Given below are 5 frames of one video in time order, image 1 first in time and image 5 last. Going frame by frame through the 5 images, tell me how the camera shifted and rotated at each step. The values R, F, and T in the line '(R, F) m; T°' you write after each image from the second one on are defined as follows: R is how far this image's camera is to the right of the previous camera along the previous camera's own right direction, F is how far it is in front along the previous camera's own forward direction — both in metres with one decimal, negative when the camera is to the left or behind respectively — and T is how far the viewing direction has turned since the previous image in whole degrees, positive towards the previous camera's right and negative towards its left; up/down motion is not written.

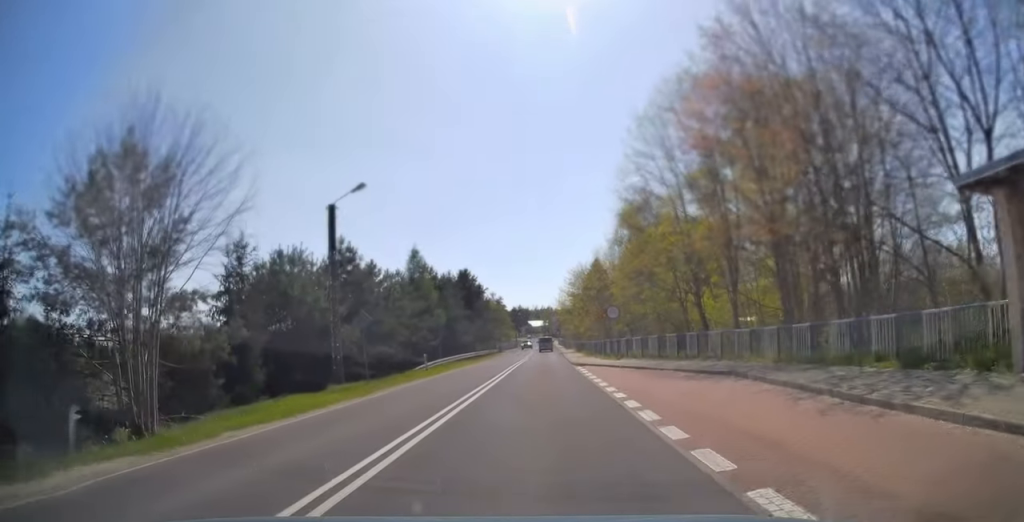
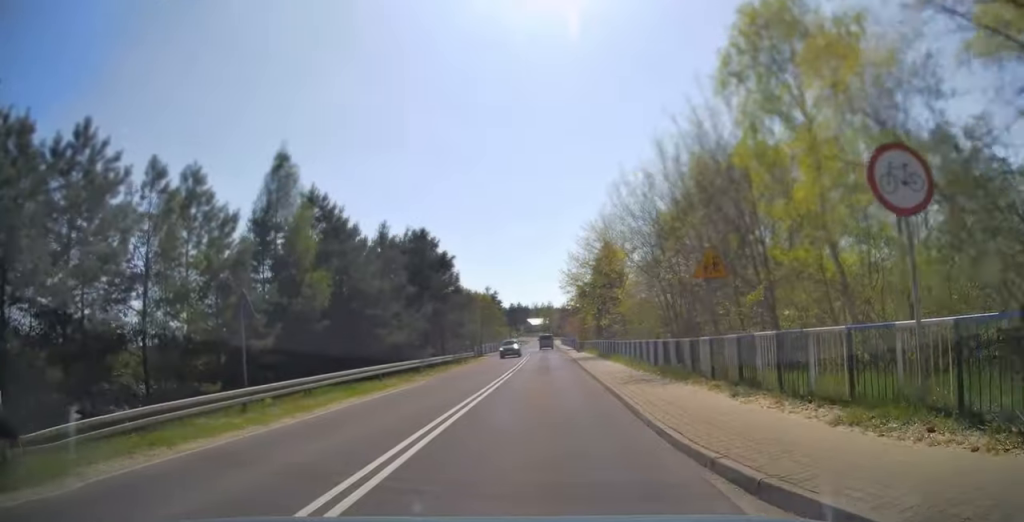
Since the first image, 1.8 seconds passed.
(-0.1, +27.4) m; 0°
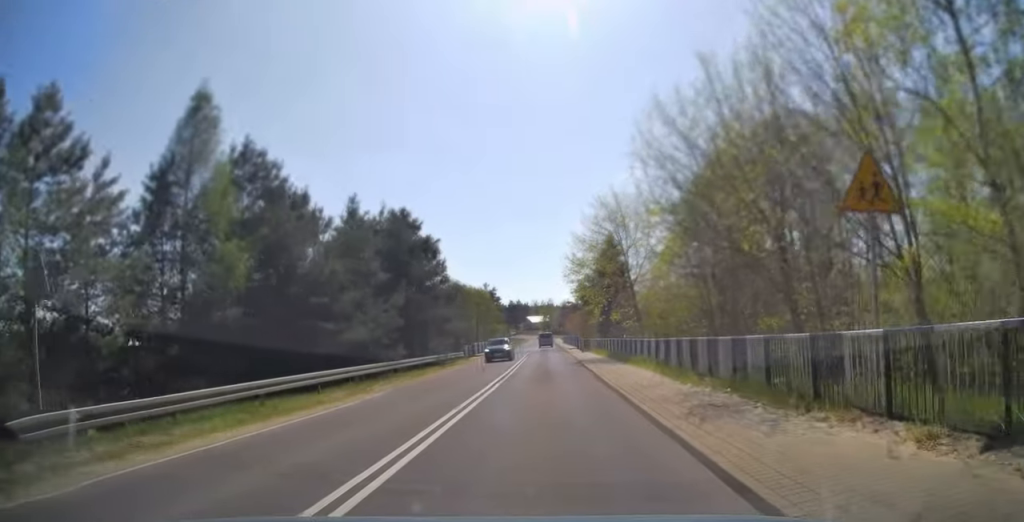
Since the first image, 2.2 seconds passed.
(0.0, +7.0) m; 0°
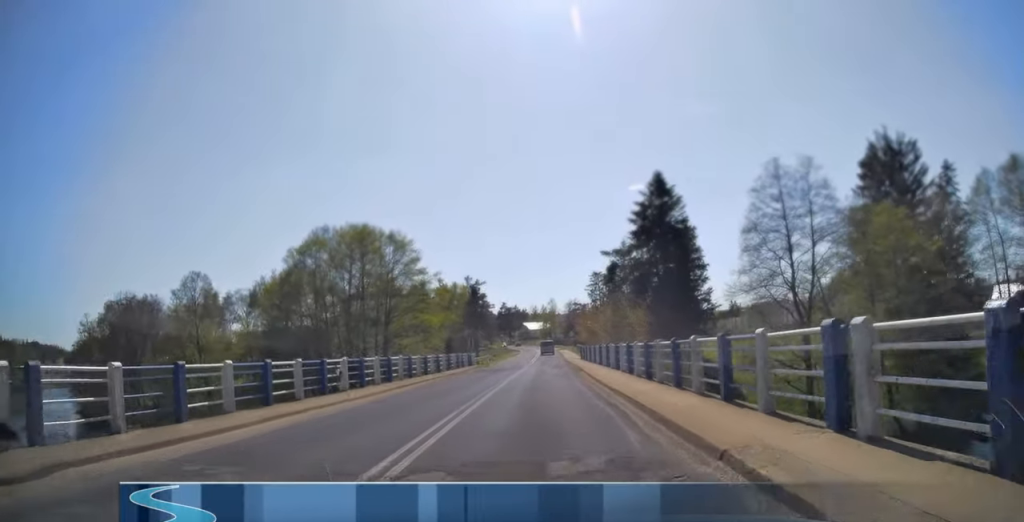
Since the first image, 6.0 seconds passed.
(0.0, +56.9) m; 0°
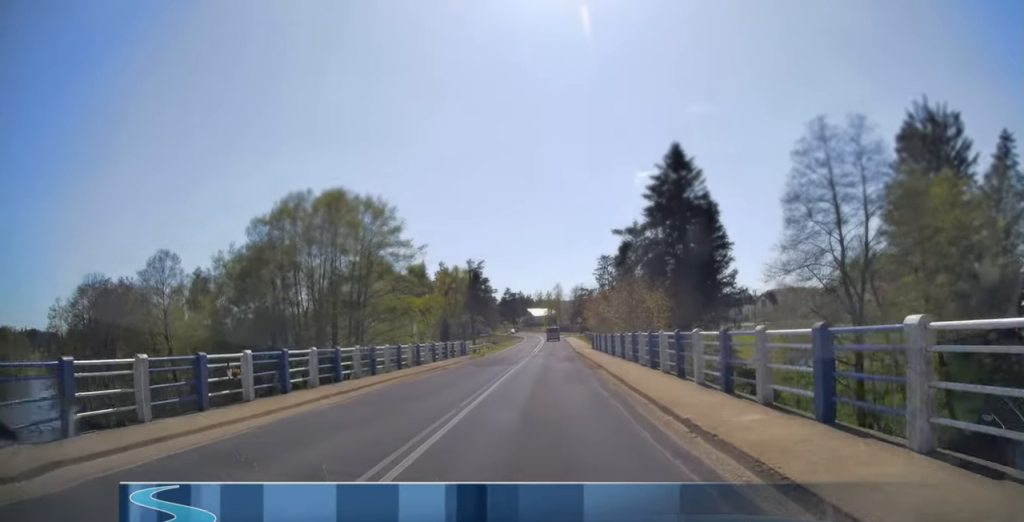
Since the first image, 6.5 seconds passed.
(0.0, +7.4) m; 0°
